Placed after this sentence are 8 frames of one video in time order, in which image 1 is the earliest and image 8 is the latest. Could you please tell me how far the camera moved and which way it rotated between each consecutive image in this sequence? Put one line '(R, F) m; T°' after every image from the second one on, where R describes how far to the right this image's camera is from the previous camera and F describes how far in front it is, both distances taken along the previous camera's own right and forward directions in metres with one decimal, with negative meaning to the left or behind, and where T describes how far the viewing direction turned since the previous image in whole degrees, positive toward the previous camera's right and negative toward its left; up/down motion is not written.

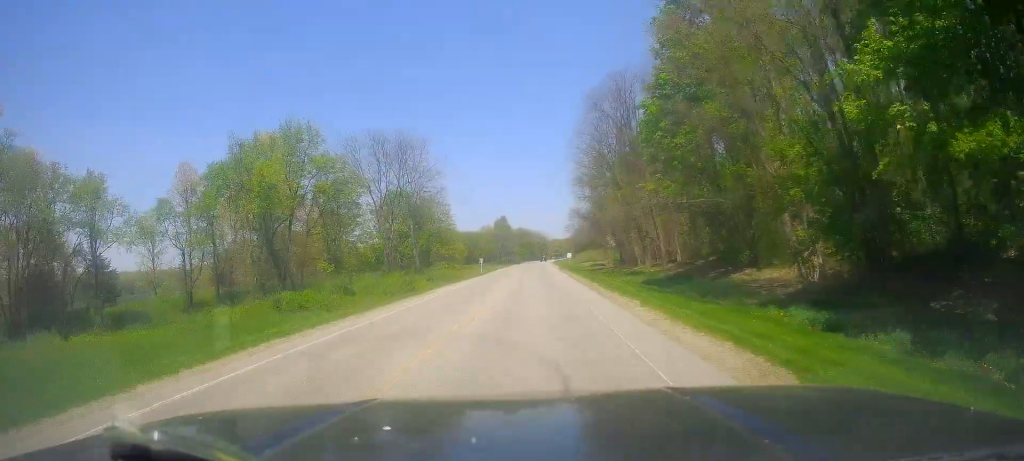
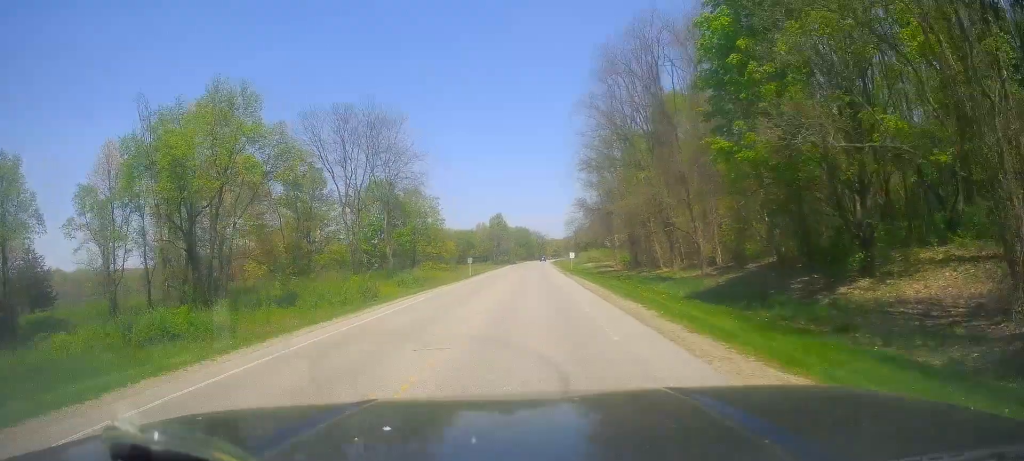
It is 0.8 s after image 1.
(+0.2, +13.0) m; +1°
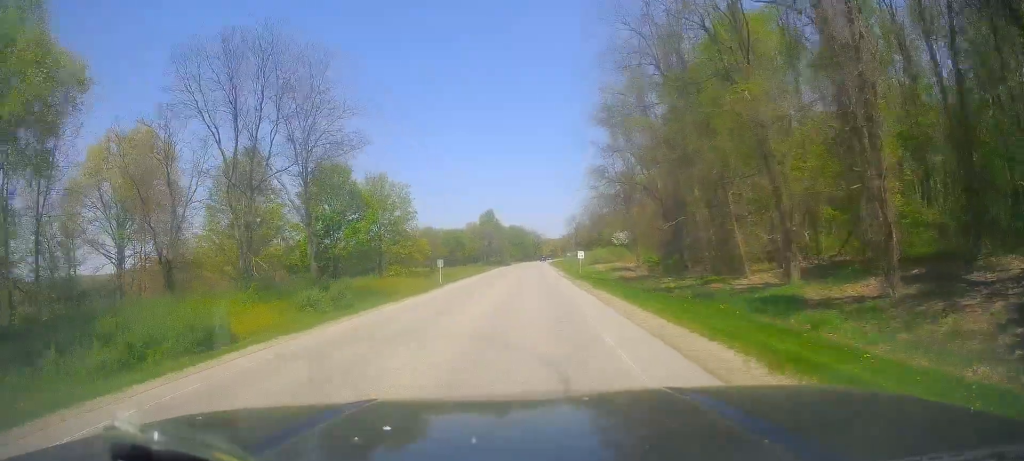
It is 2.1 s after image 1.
(-0.1, +22.6) m; -1°
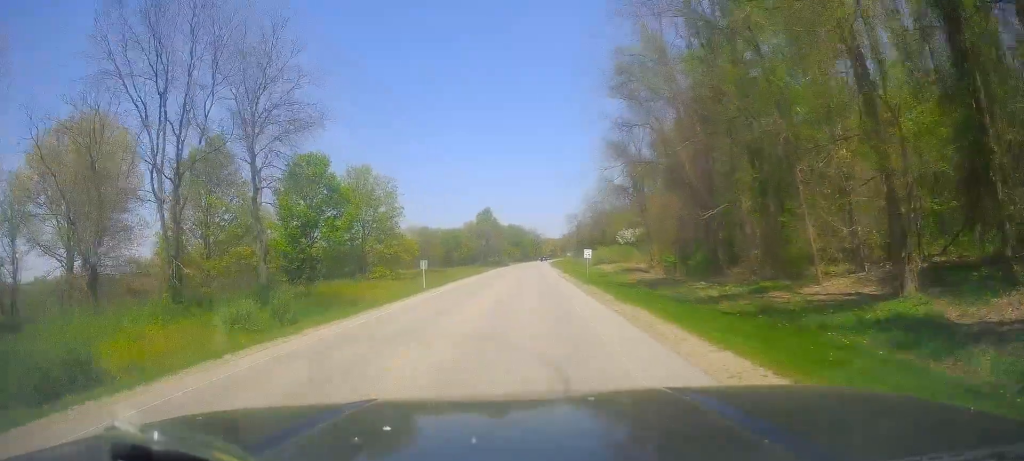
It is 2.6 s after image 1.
(-0.1, +8.4) m; 0°
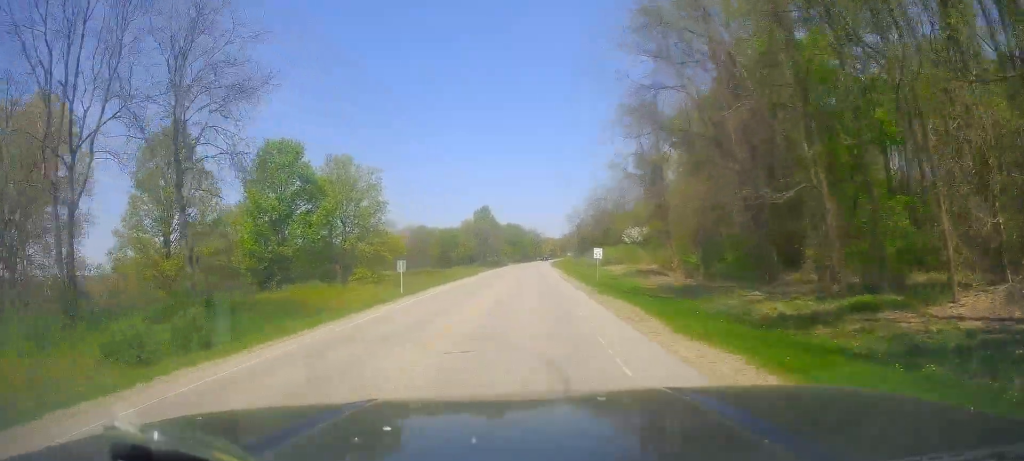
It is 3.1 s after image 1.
(+0.1, +8.4) m; +1°
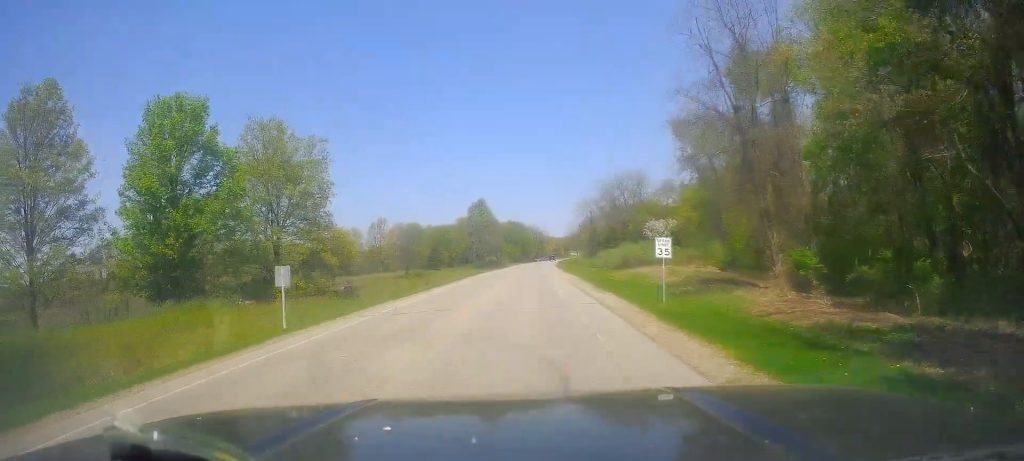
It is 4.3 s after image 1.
(+0.4, +20.7) m; -1°
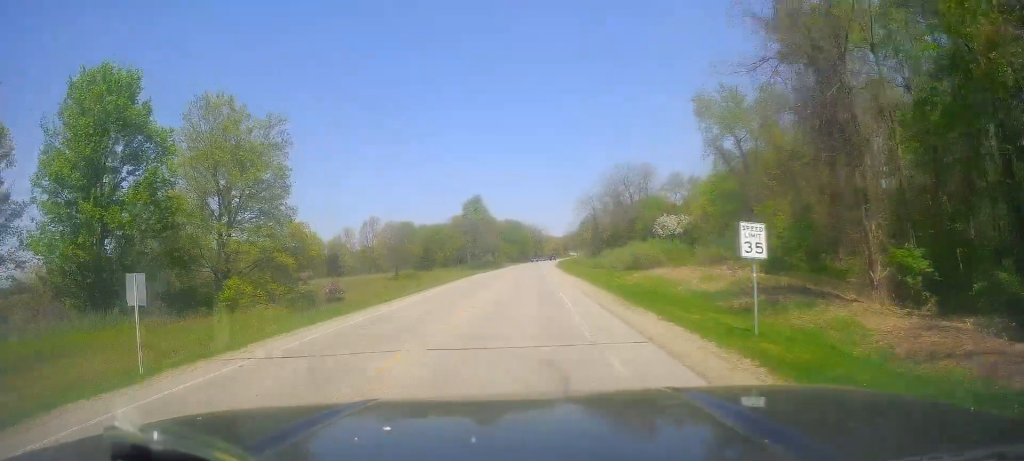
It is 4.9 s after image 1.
(-0.3, +9.0) m; 0°
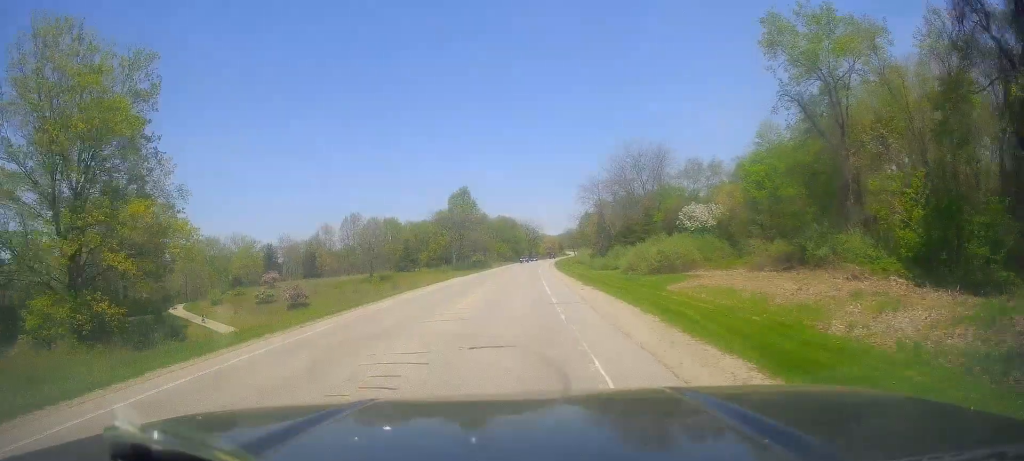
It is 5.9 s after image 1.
(-0.1, +17.7) m; 0°
